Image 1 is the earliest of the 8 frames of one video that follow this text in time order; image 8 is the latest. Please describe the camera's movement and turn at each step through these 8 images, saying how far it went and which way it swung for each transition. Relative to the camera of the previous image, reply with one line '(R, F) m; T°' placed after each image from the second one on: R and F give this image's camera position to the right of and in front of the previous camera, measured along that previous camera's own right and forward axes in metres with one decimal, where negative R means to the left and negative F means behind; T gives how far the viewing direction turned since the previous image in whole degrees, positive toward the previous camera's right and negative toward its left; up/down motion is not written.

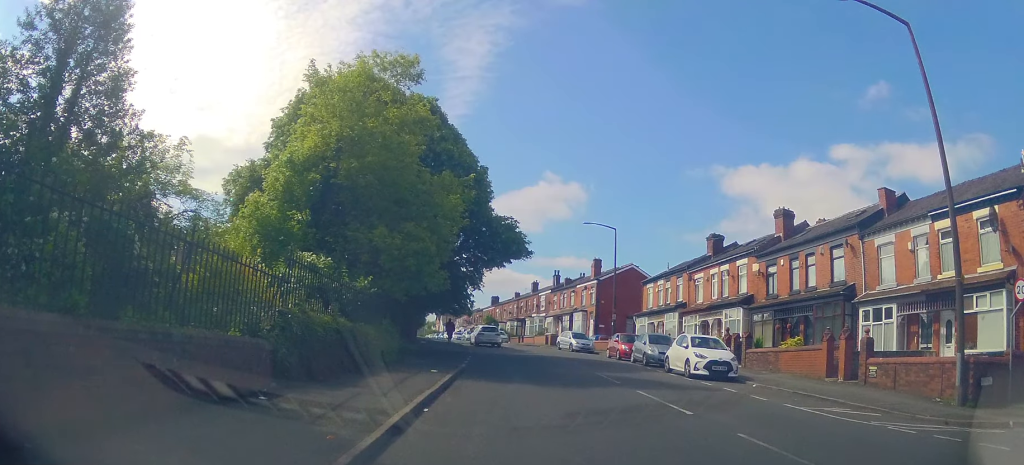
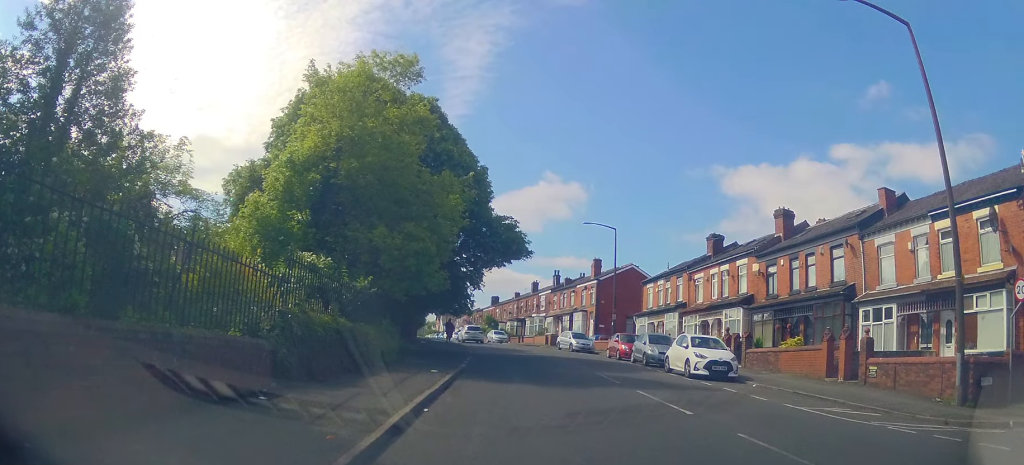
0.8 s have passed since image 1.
(0.0, 0.0) m; 0°
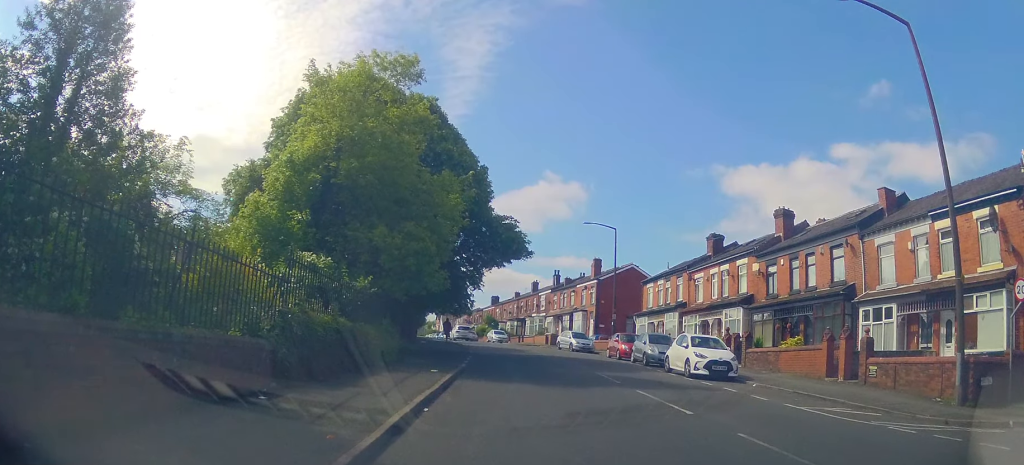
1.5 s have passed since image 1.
(0.0, 0.0) m; 0°
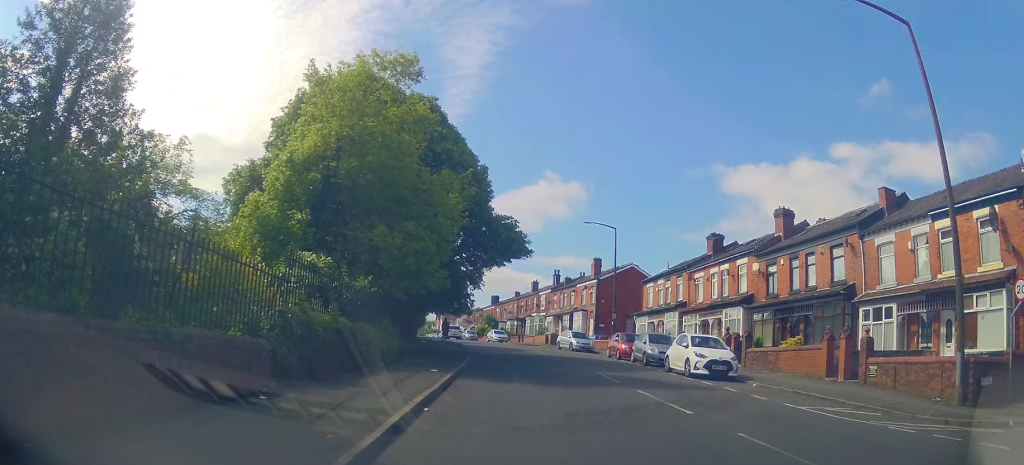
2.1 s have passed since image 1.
(0.0, 0.0) m; 0°
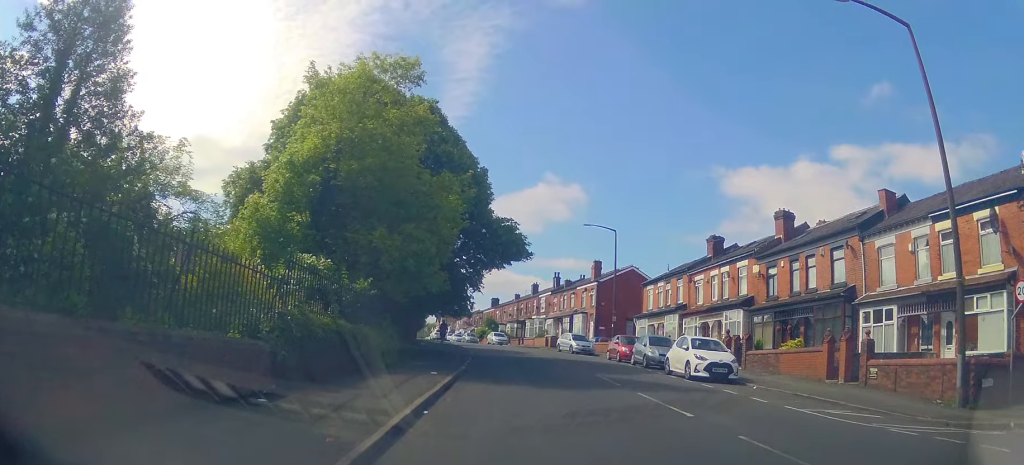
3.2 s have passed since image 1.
(0.0, 0.0) m; 0°
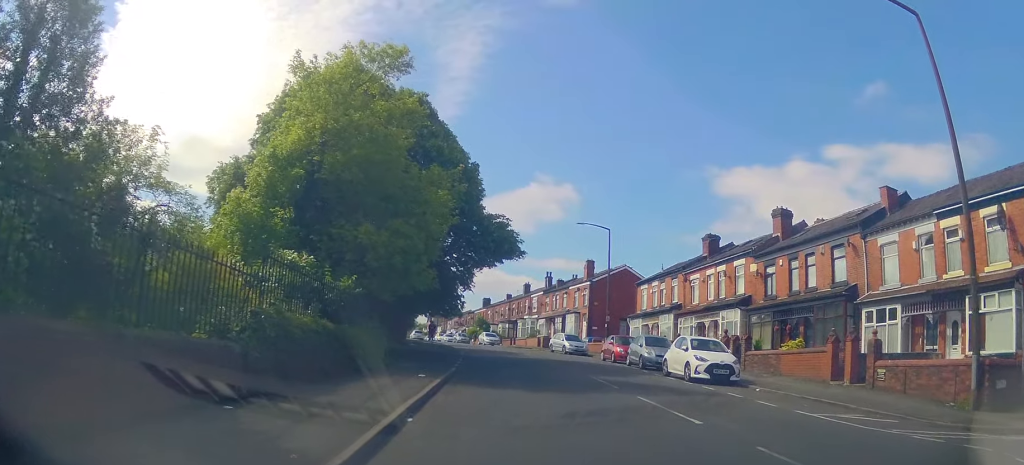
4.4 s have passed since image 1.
(0.0, 0.0) m; 0°
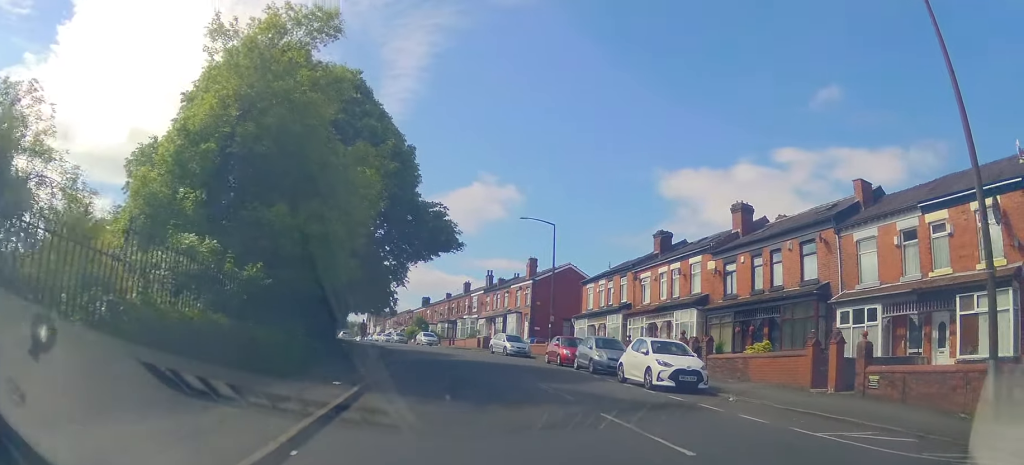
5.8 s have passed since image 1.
(0.0, +0.5) m; 0°
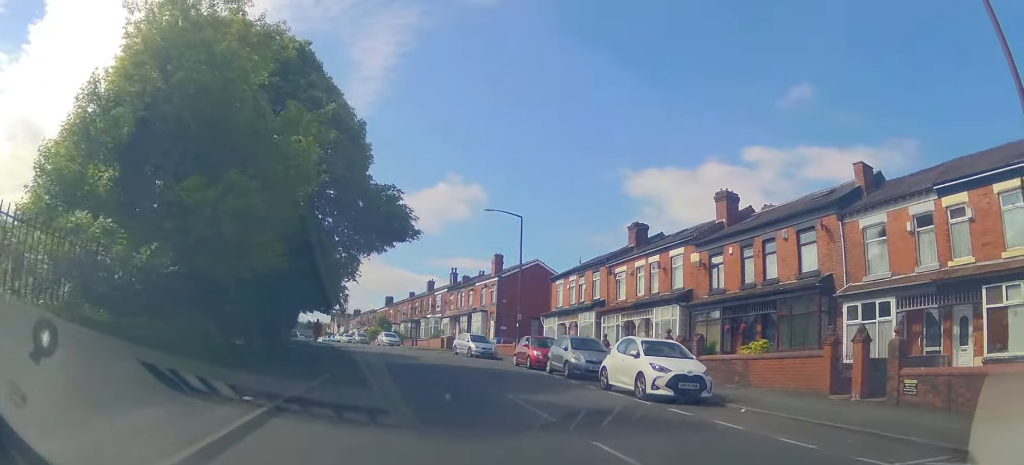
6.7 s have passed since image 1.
(+0.2, +1.5) m; +6°
